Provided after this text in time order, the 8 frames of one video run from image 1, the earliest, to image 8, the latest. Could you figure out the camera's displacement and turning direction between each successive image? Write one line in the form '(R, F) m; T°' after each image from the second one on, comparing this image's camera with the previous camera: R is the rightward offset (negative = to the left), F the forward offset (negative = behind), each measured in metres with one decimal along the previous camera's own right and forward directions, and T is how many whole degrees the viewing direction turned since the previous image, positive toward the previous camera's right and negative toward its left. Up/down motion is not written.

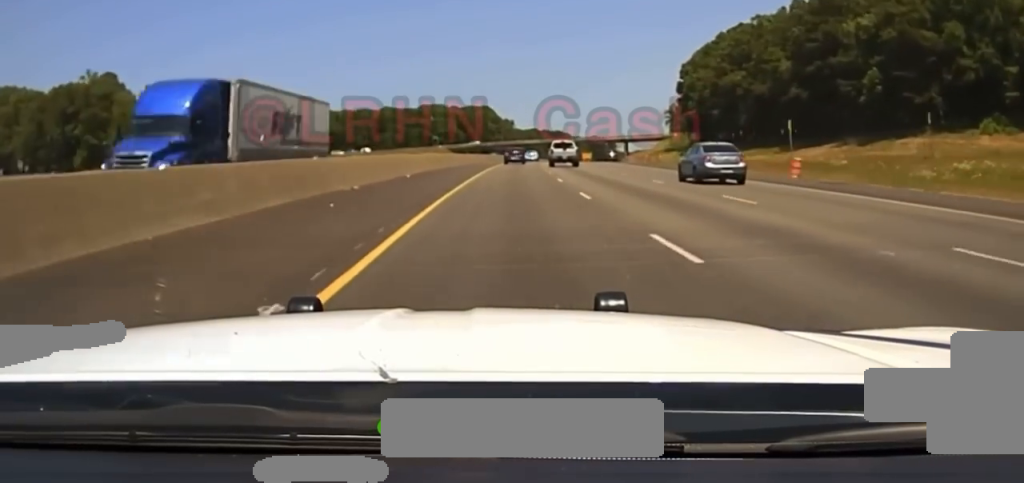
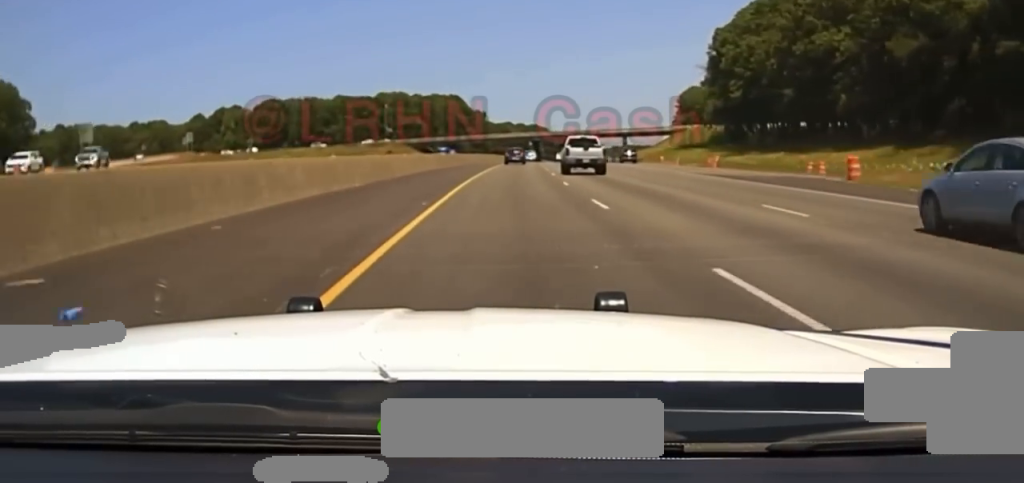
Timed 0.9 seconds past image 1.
(+0.2, +49.8) m; +1°
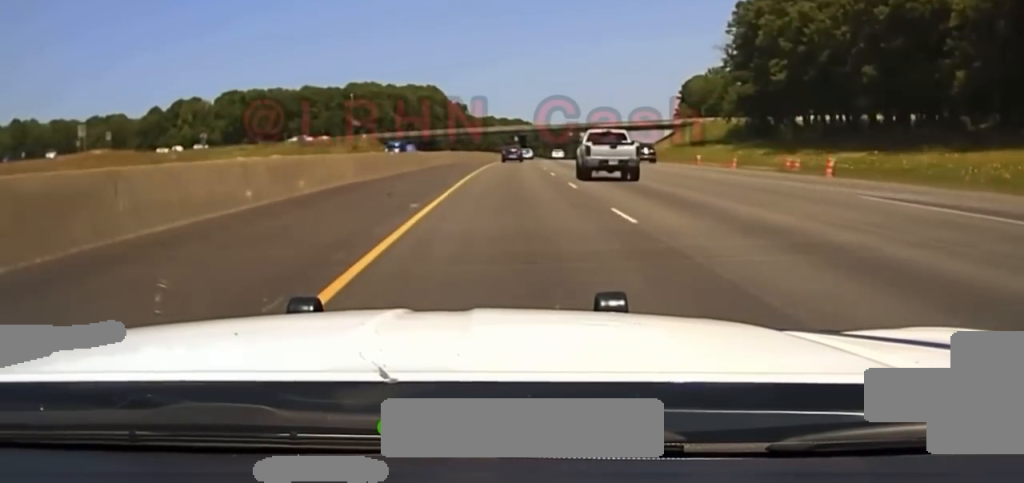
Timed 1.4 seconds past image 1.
(+0.2, +25.8) m; +1°
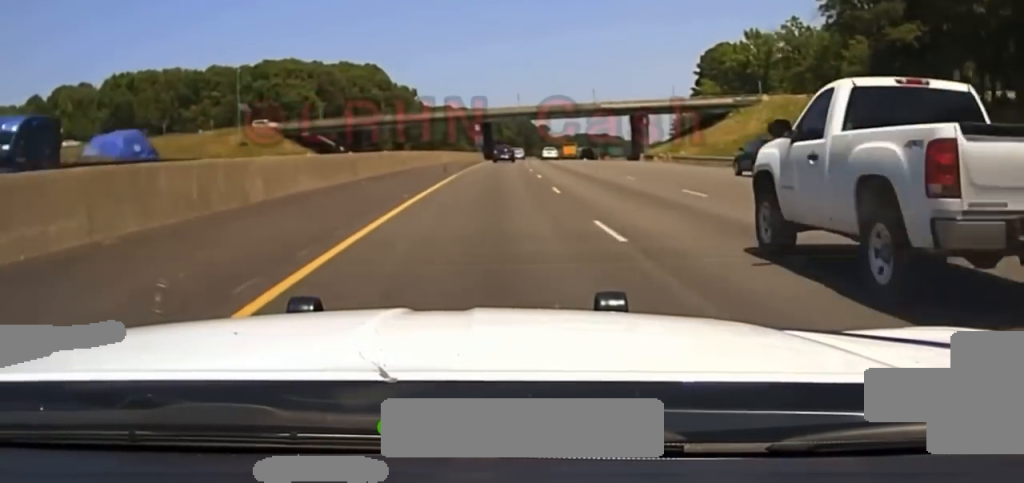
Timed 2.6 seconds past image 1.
(+1.4, +59.5) m; +2°
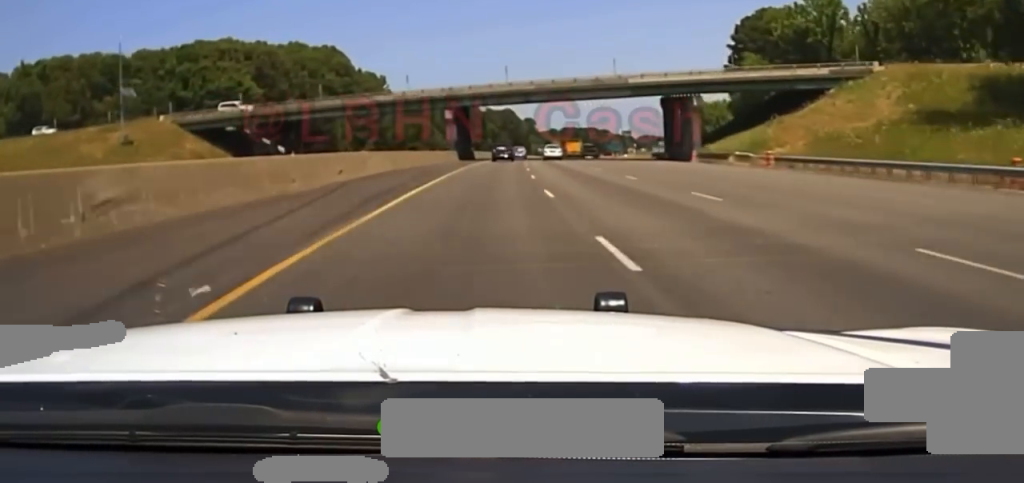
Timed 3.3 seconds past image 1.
(+0.3, +37.7) m; +1°
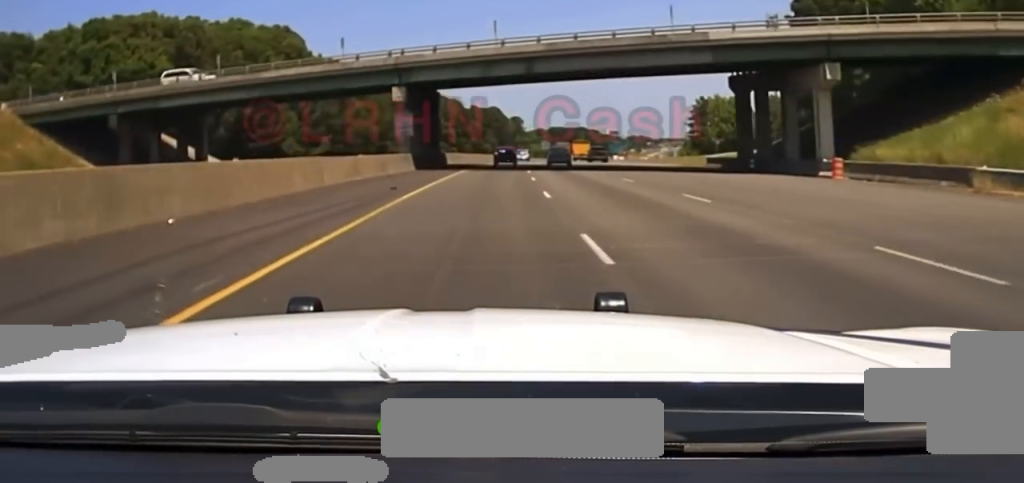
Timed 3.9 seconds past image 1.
(+0.5, +34.8) m; +1°
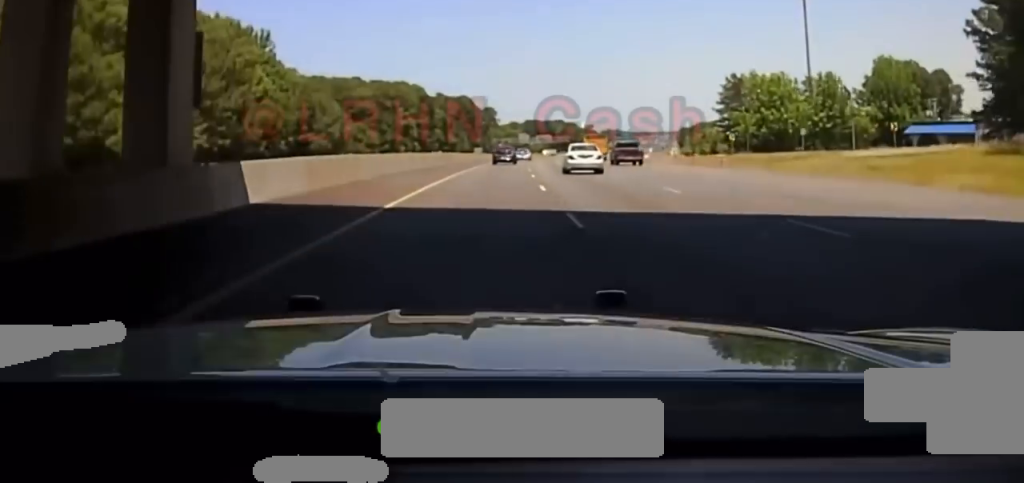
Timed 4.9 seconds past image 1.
(+0.8, +55.4) m; +2°
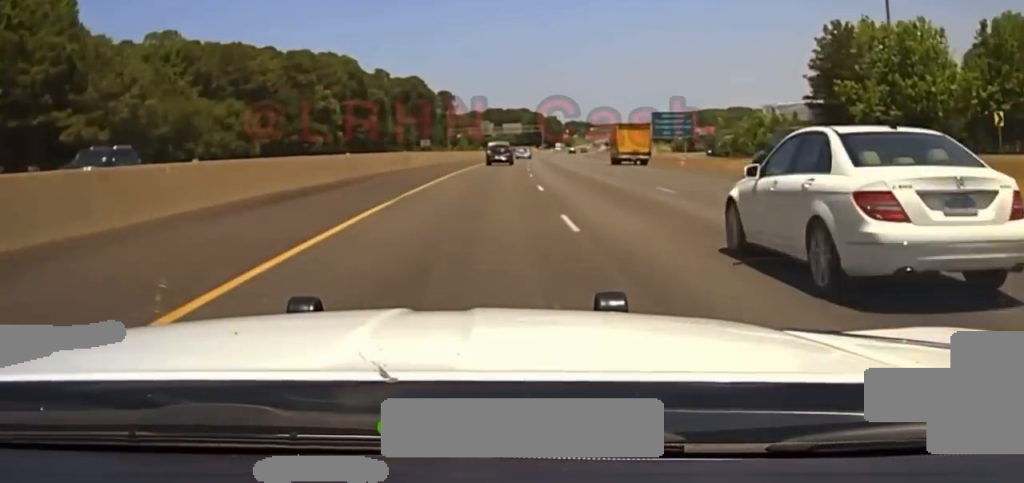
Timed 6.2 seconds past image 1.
(+1.3, +71.4) m; +2°
